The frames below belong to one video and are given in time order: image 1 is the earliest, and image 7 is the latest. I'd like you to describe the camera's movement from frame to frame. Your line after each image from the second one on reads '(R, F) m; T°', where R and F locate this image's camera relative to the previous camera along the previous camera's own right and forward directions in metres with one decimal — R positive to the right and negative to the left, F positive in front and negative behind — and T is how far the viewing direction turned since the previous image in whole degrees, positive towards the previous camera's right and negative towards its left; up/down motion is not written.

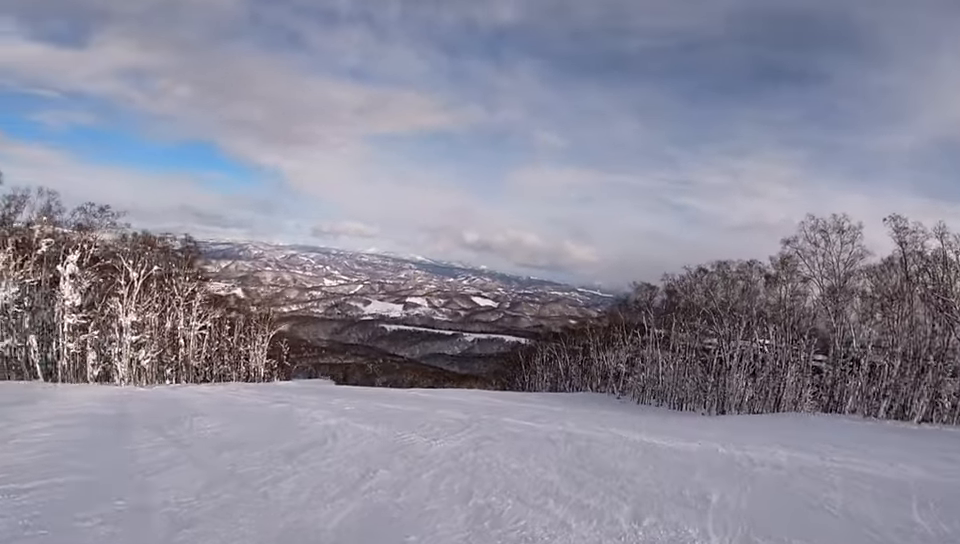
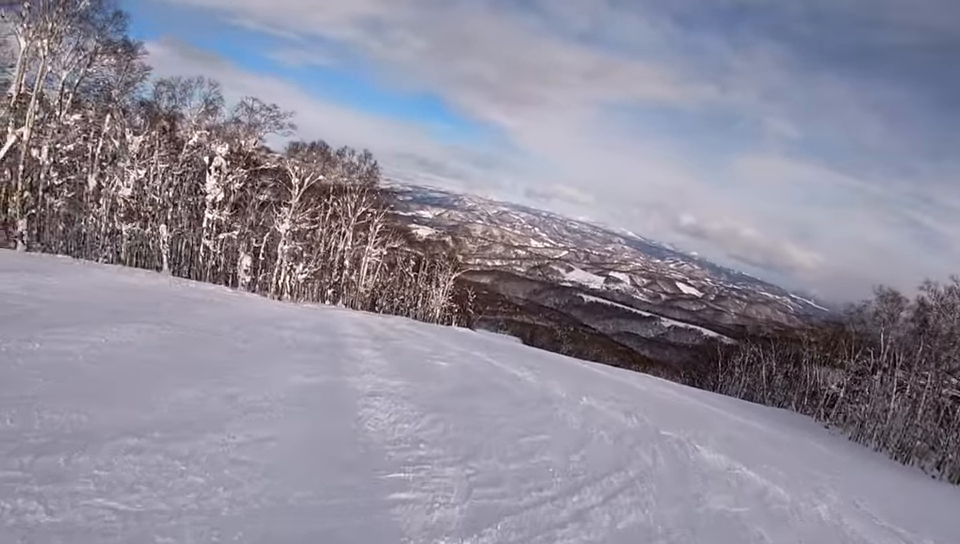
(-3.1, +7.2) m; -36°
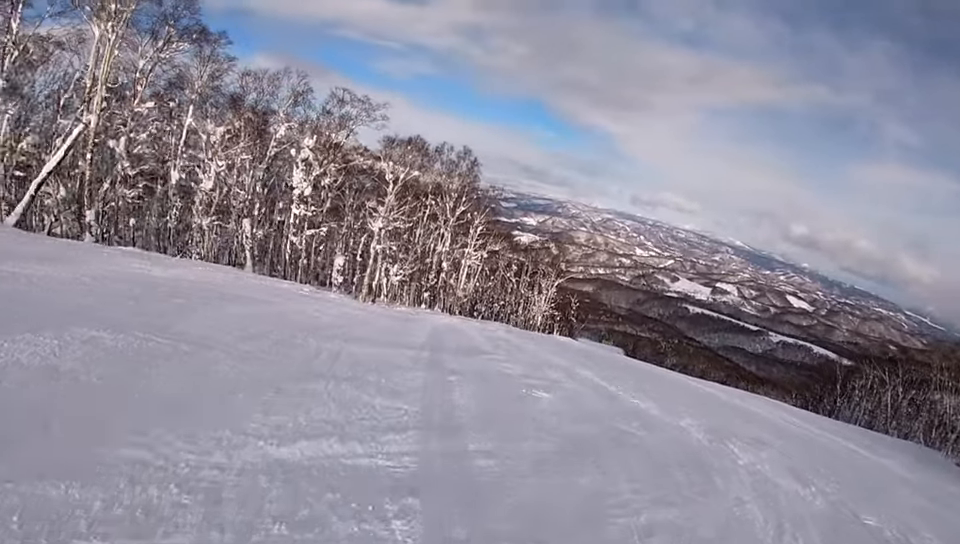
(-0.3, +3.6) m; -11°
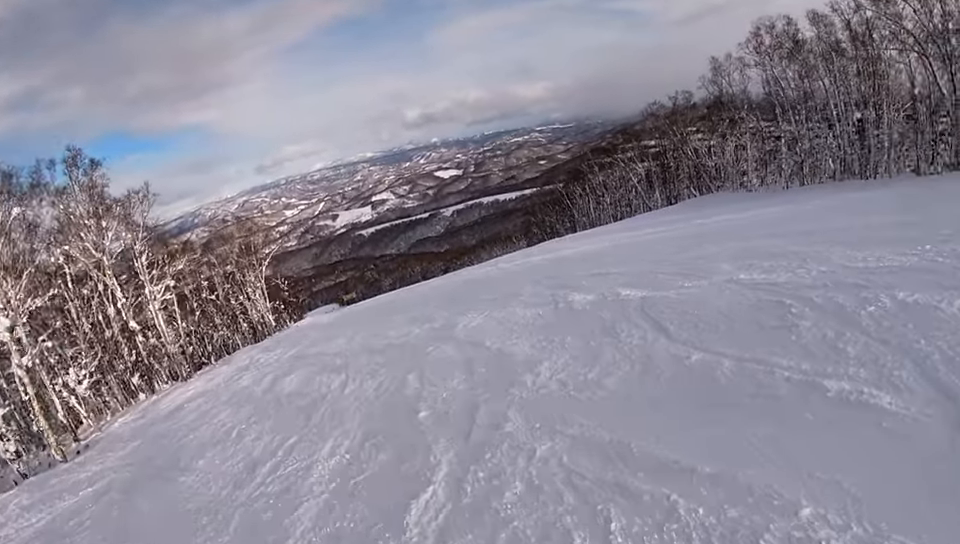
(+3.1, +12.1) m; +61°
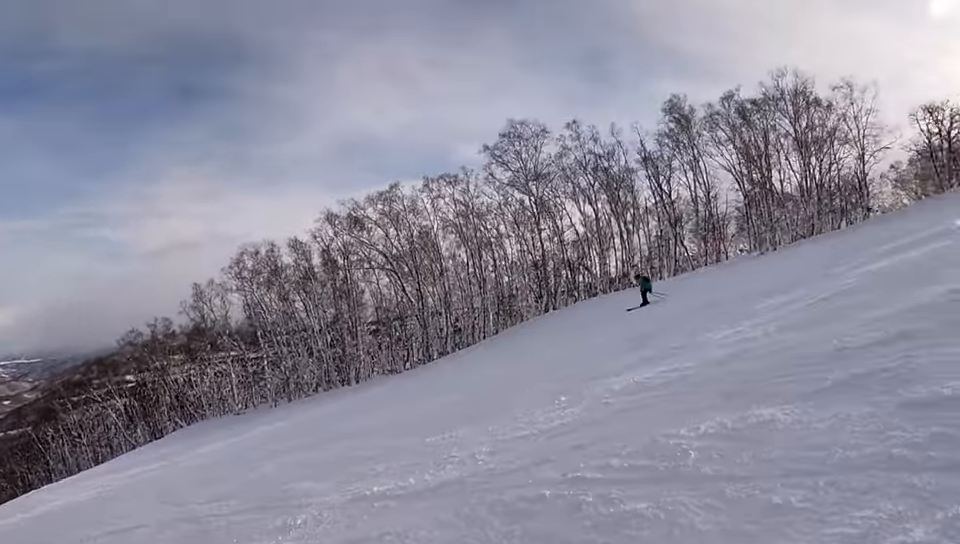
(+1.6, +2.9) m; +10°
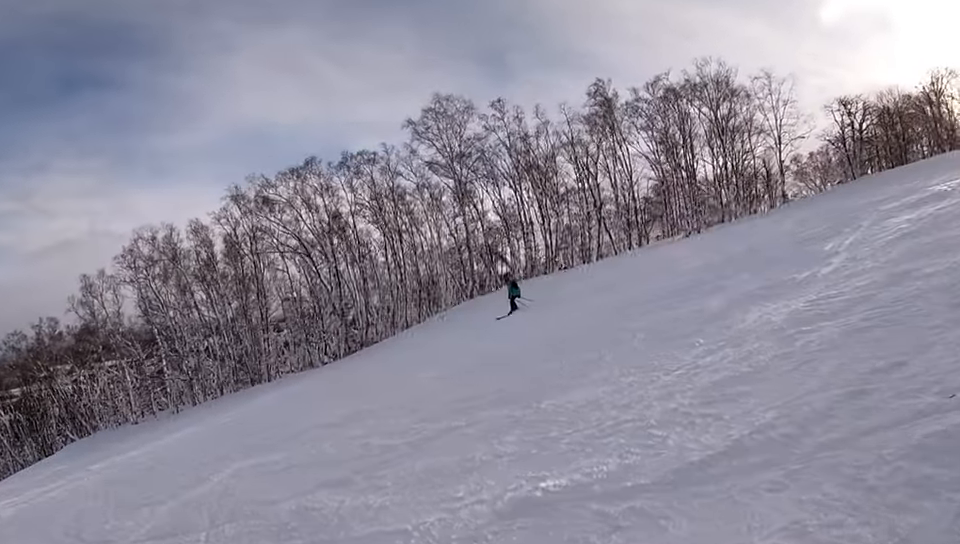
(-0.1, +3.2) m; -2°
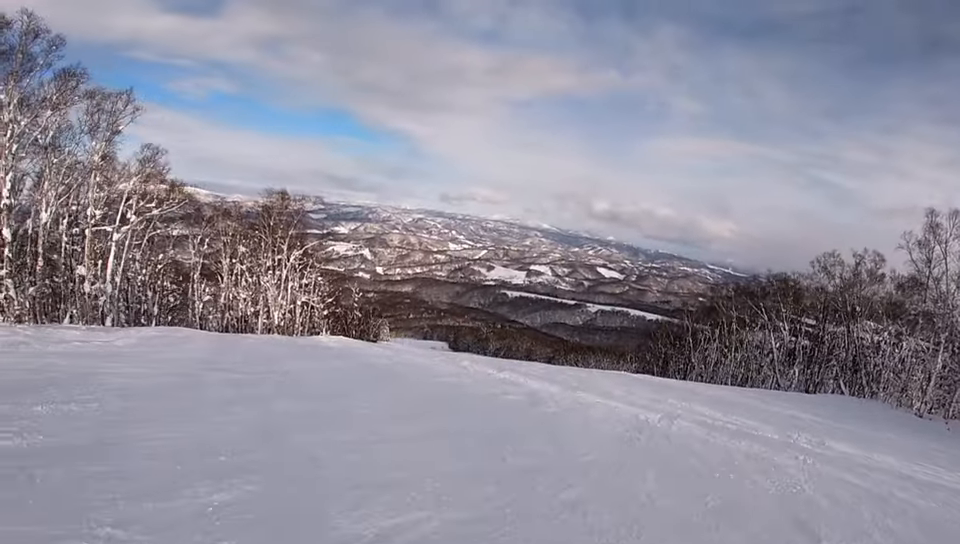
(-2.1, +11.6) m; -19°
